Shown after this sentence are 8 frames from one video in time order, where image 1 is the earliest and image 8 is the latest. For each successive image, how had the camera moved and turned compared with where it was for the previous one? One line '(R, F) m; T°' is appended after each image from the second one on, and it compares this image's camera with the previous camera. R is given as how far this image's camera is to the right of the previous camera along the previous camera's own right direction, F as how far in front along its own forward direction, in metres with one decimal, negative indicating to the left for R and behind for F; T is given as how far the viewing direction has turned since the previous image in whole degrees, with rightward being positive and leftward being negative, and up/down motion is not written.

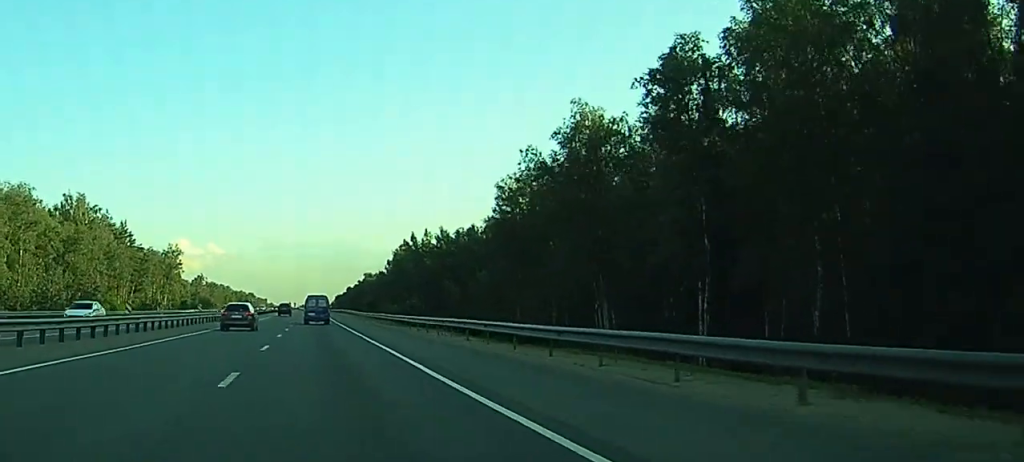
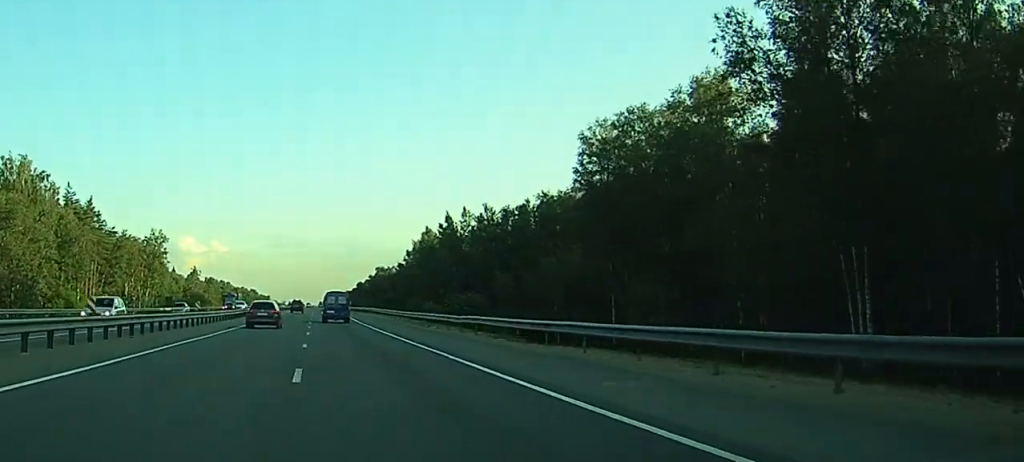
(+0.8, +32.0) m; 0°
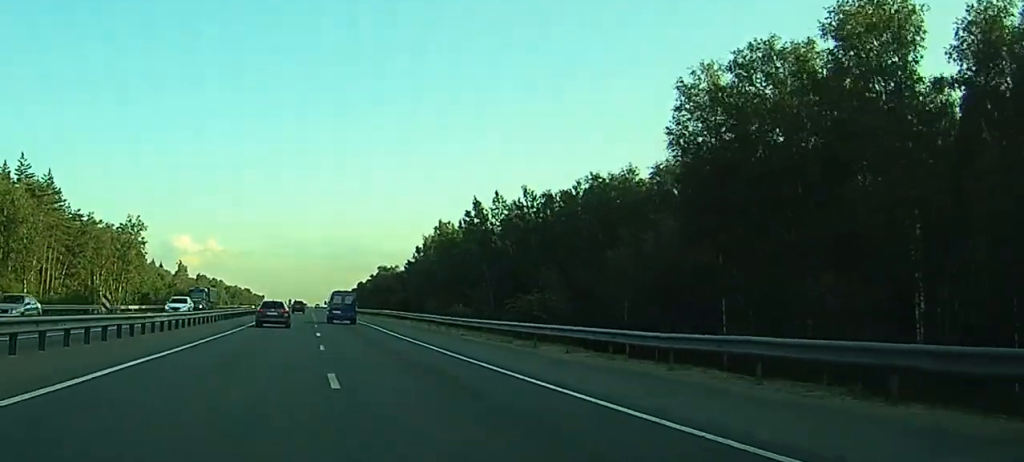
(-0.2, +23.0) m; 0°
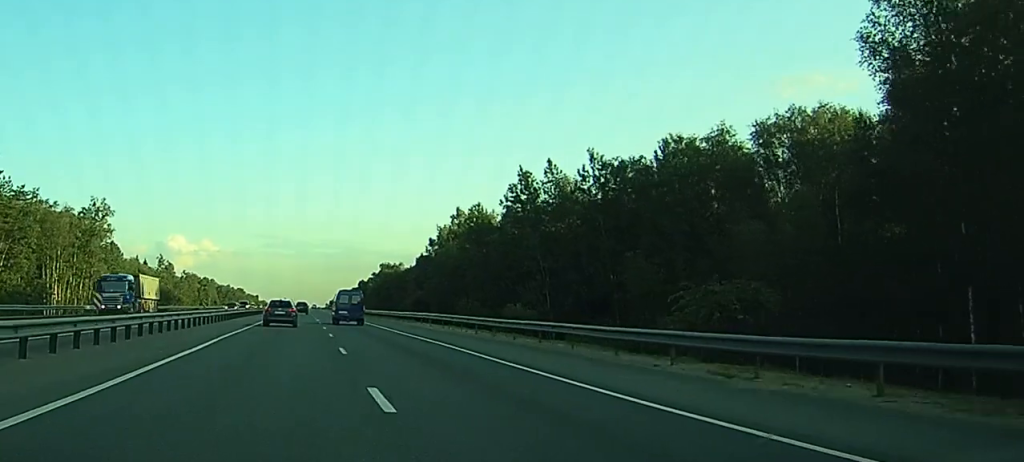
(0.0, +26.1) m; +1°
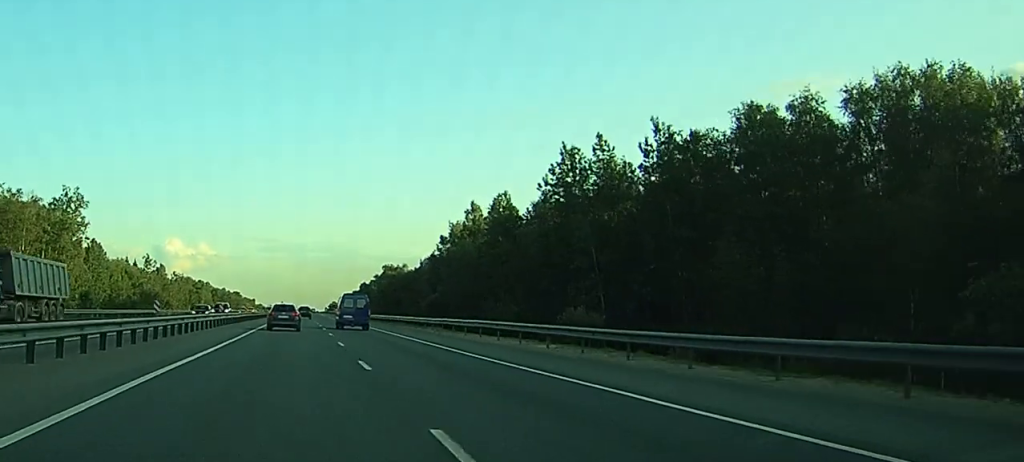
(+0.1, +16.3) m; 0°
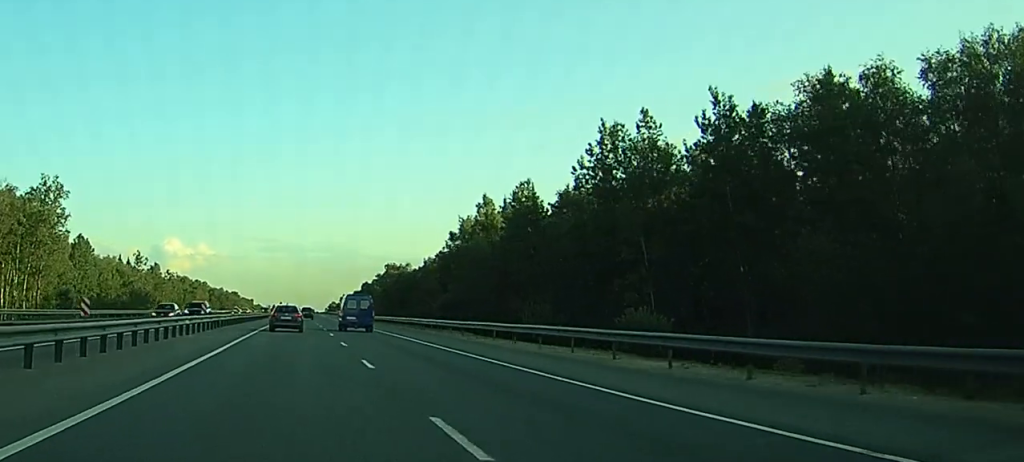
(+0.1, +10.7) m; 0°
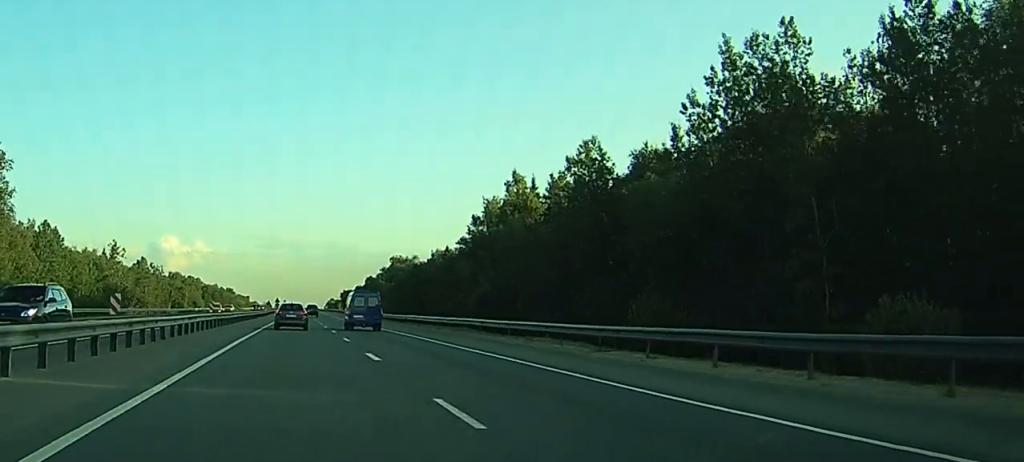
(-0.1, +22.4) m; 0°
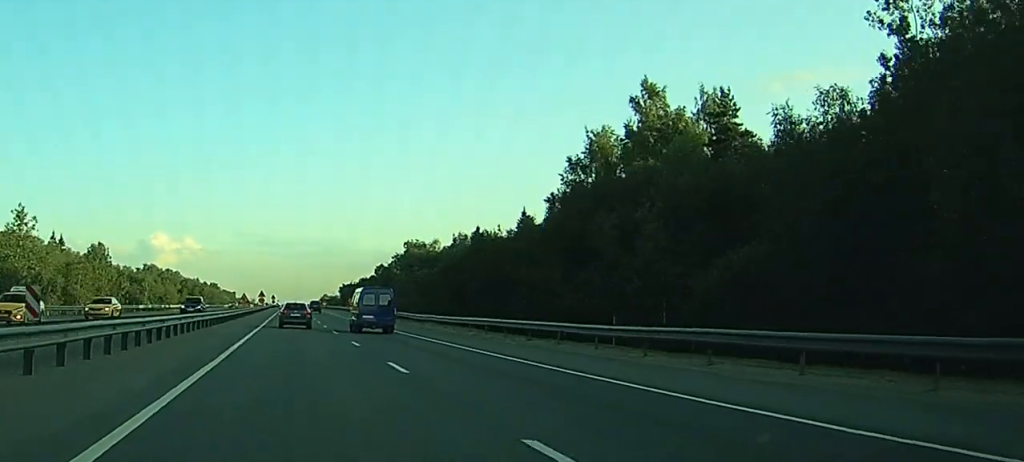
(-0.5, +52.3) m; 0°
